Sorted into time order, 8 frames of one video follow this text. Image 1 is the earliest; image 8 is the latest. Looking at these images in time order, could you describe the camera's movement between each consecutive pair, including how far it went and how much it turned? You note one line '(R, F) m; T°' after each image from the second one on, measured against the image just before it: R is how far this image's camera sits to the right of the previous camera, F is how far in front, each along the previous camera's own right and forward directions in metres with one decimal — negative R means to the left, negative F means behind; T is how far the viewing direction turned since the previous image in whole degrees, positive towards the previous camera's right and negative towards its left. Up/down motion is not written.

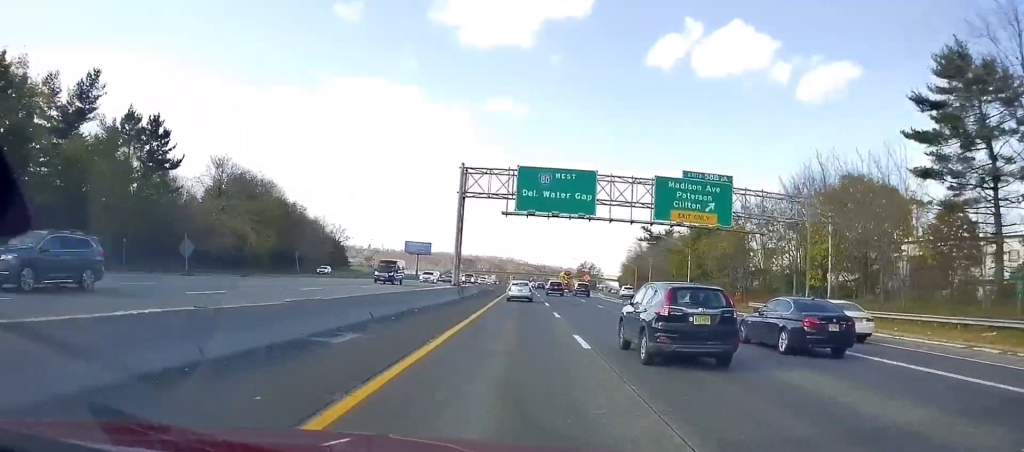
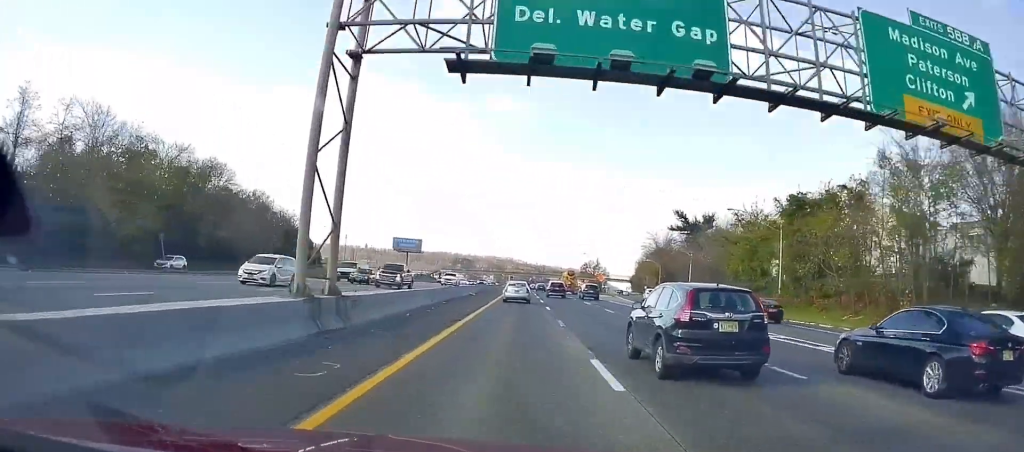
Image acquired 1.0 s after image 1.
(-0.2, +29.4) m; -1°
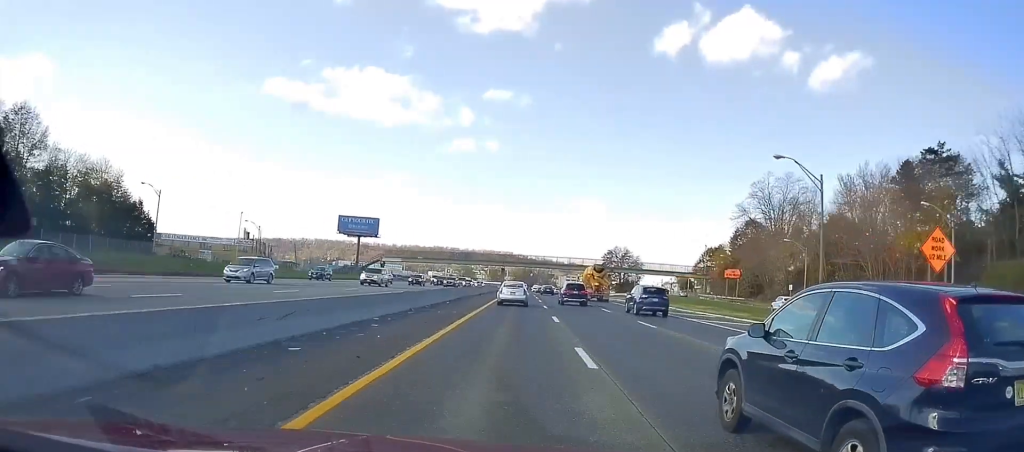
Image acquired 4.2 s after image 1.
(-1.9, +96.4) m; -1°
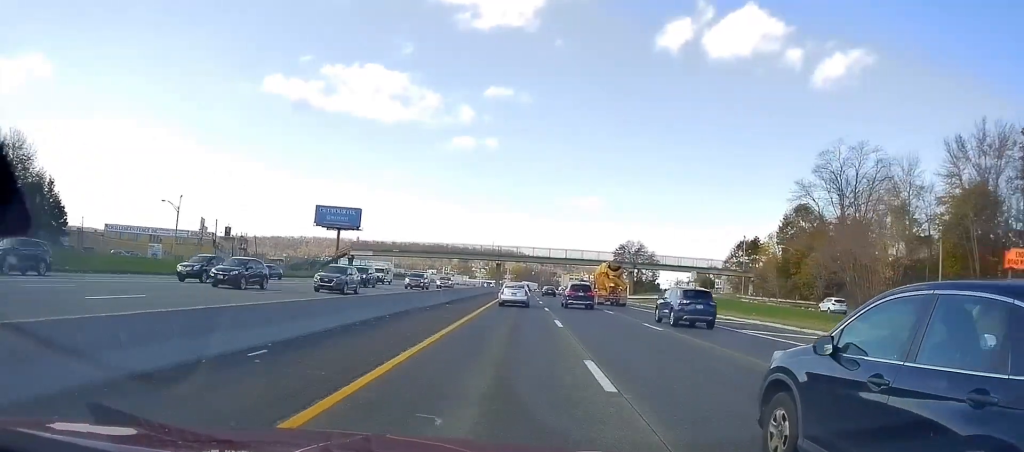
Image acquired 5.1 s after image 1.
(+0.2, +27.3) m; 0°
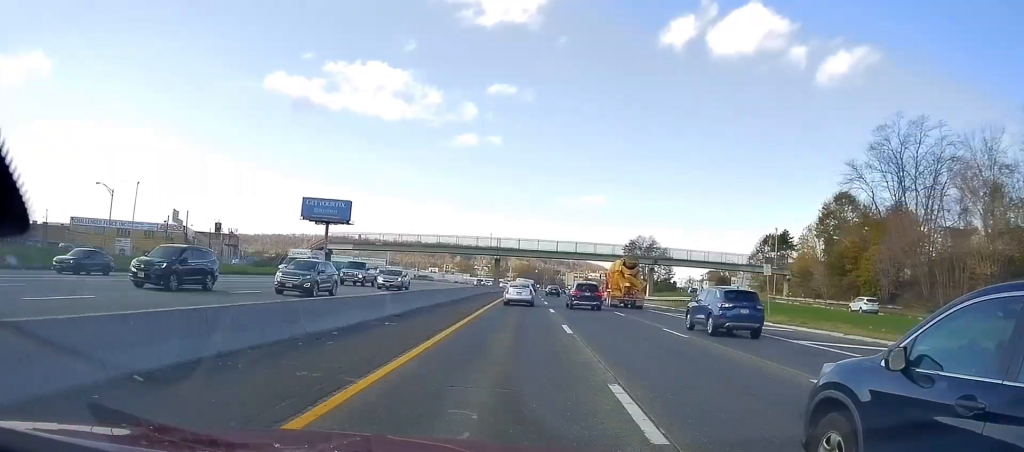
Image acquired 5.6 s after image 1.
(+0.1, +15.3) m; 0°
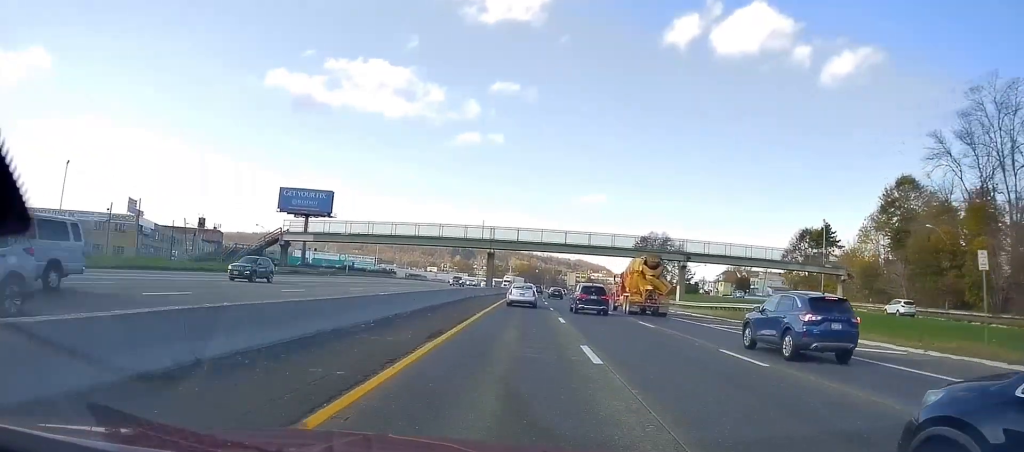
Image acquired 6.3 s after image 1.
(-0.3, +18.7) m; 0°
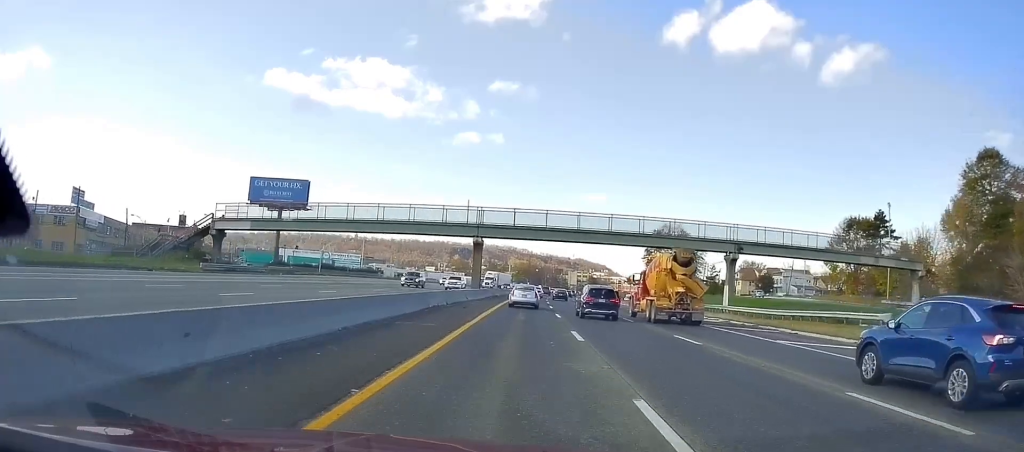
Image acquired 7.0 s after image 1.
(+0.1, +18.7) m; 0°
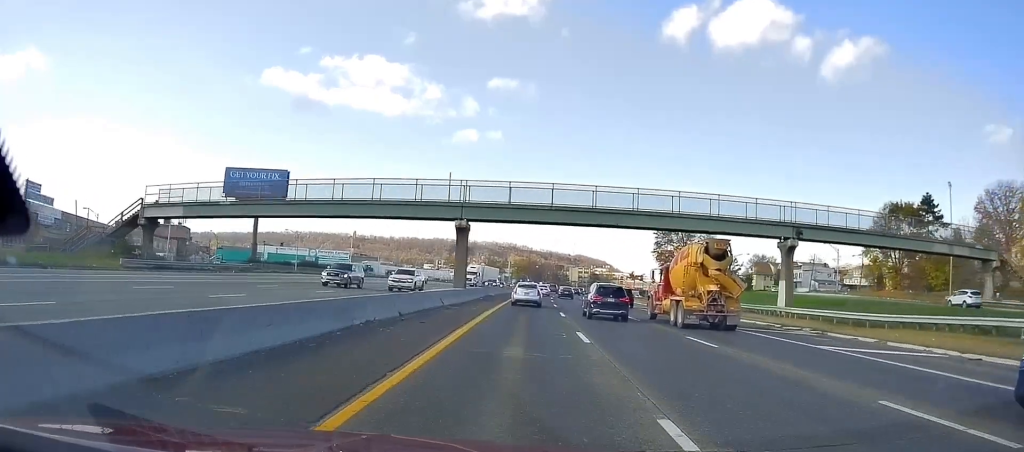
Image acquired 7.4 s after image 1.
(+0.2, +13.0) m; 0°
